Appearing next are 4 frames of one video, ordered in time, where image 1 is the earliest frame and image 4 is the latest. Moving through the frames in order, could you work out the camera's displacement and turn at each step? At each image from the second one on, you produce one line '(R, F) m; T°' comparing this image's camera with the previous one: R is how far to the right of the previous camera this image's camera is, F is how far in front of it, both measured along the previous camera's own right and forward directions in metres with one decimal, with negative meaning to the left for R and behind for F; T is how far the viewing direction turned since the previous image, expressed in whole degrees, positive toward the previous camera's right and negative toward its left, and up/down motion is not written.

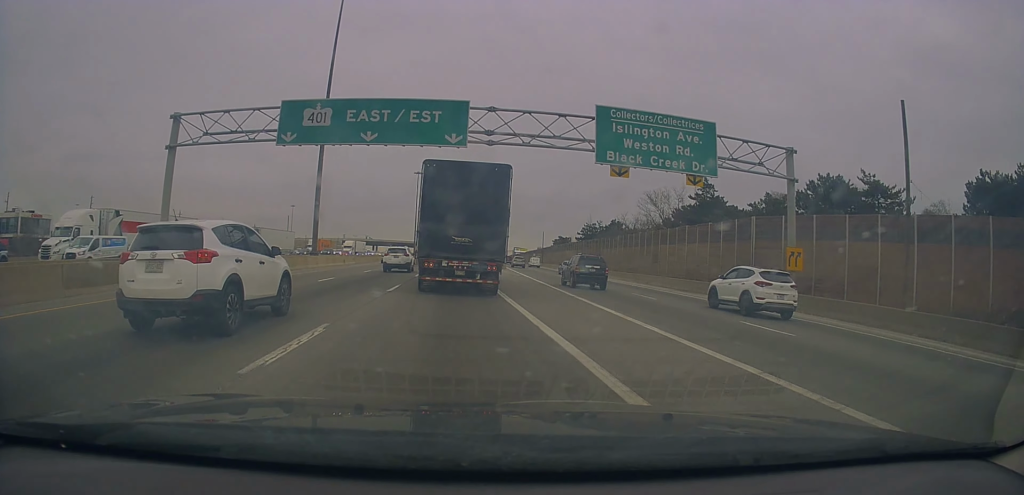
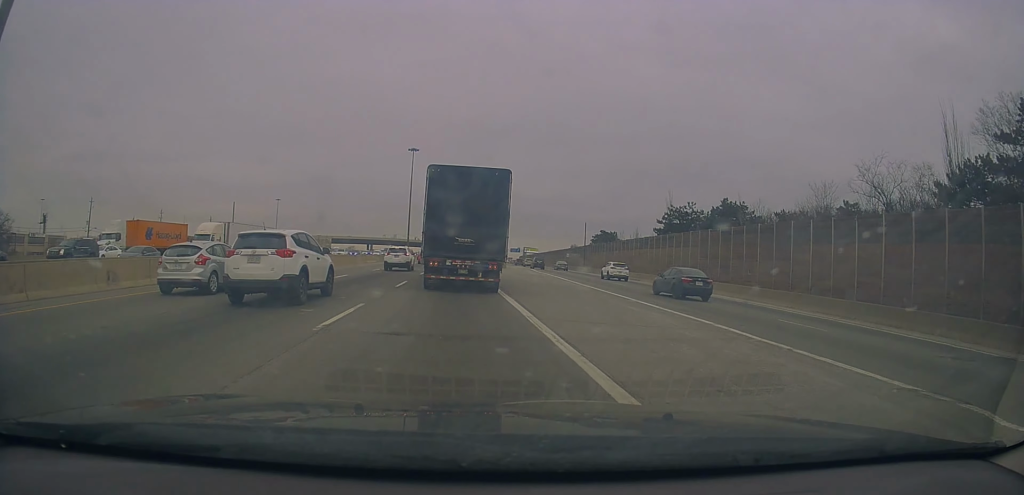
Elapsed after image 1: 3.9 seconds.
(-1.9, +45.9) m; -3°
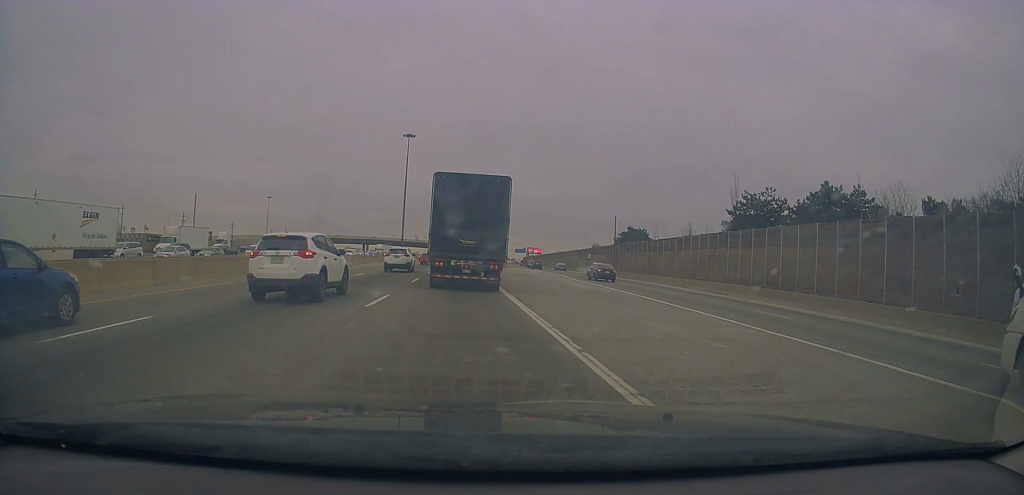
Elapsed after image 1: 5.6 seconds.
(+0.3, +19.3) m; 0°
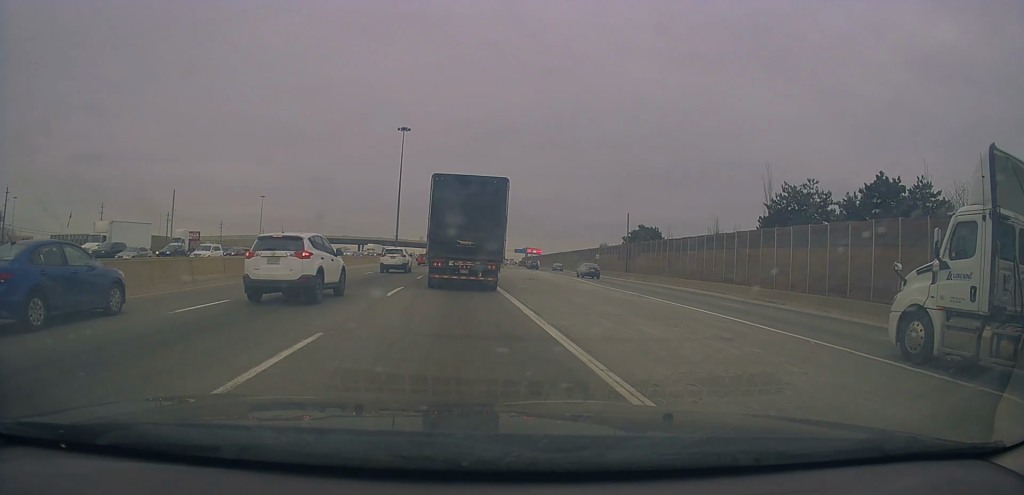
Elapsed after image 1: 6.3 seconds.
(-0.1, +7.6) m; -1°
